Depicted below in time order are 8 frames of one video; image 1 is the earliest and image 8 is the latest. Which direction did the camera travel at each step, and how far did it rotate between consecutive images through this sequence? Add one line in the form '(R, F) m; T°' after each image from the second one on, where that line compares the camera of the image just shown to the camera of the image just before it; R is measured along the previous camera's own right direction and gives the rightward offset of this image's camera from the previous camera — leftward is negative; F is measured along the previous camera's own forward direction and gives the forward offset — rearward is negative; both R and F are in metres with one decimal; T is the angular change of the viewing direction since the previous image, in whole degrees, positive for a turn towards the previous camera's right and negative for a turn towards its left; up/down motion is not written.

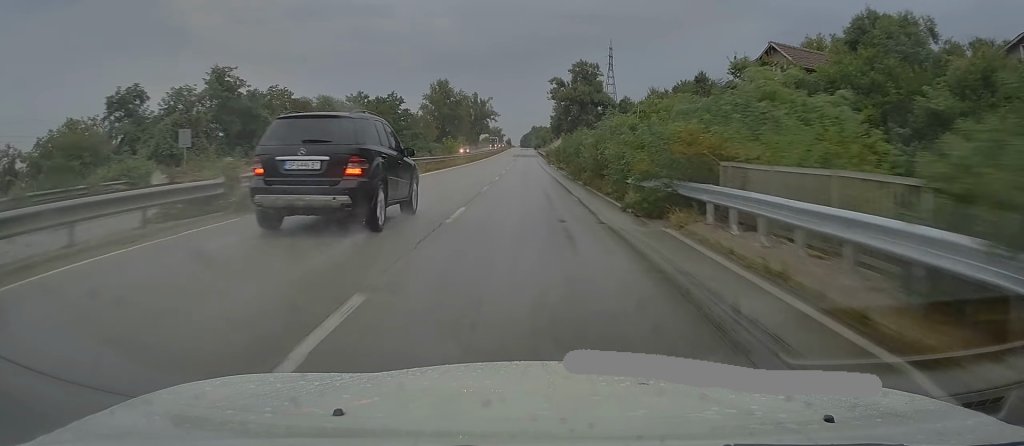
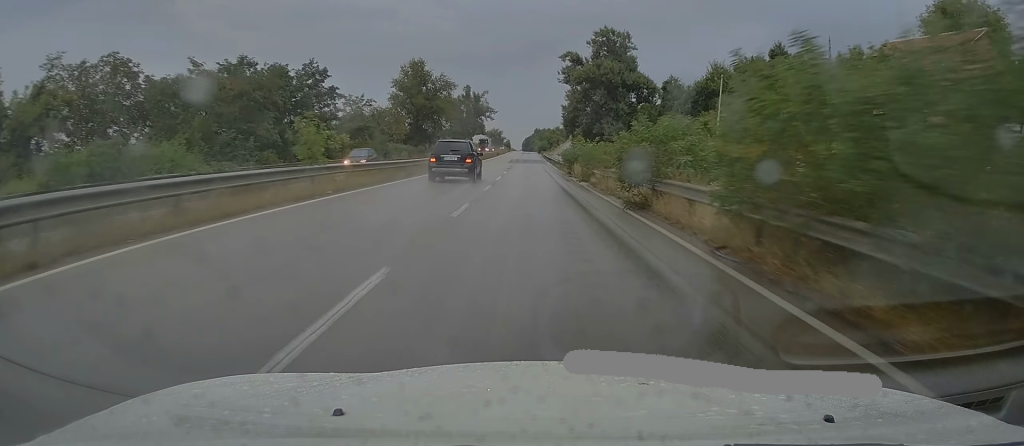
(-0.2, +34.3) m; 0°
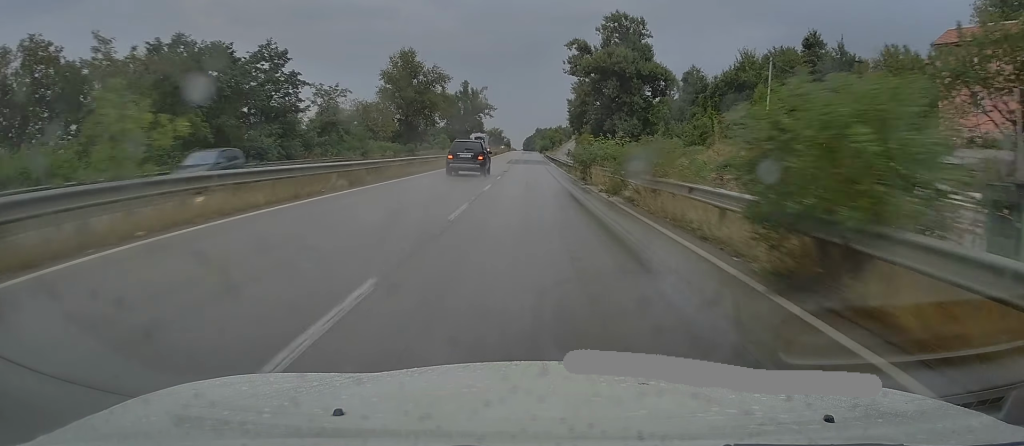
(0.0, +9.6) m; 0°
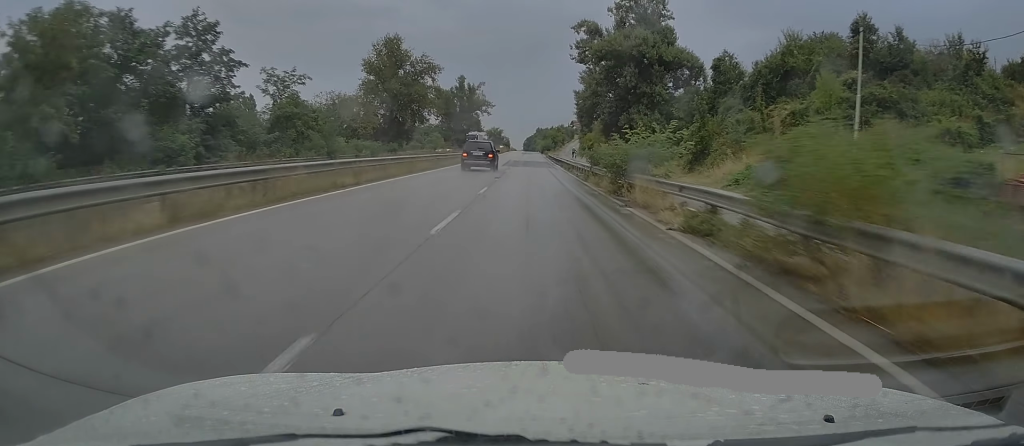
(0.0, +11.0) m; 0°
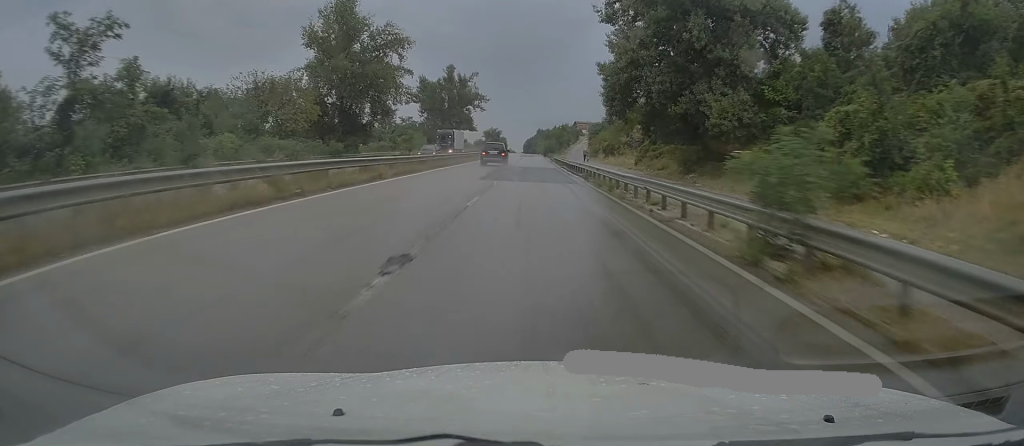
(0.0, +22.7) m; 0°
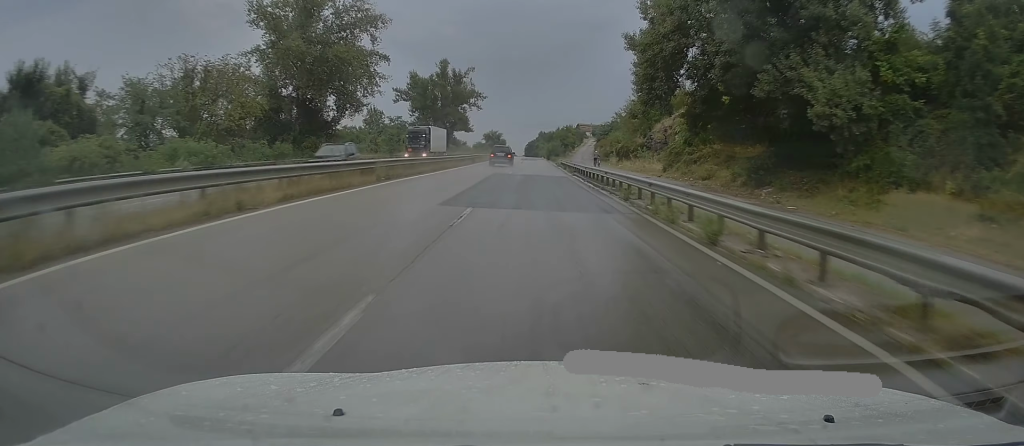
(0.0, +12.3) m; 0°
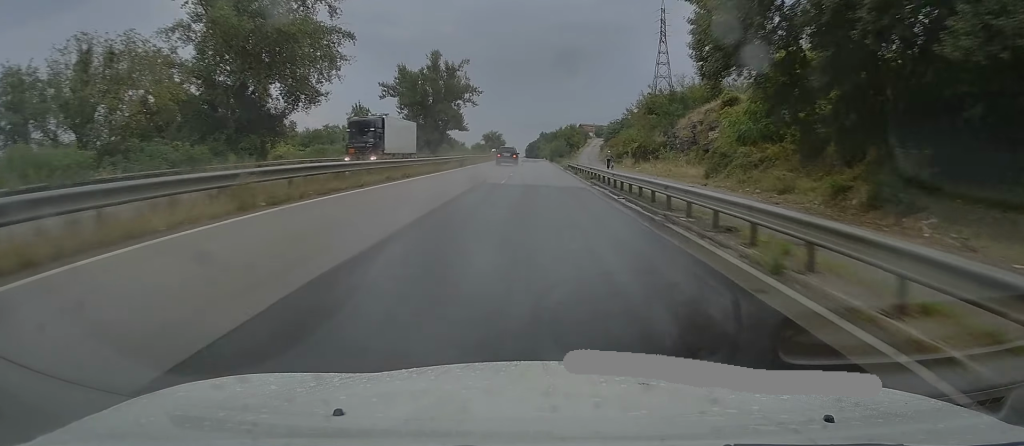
(0.0, +11.5) m; 0°
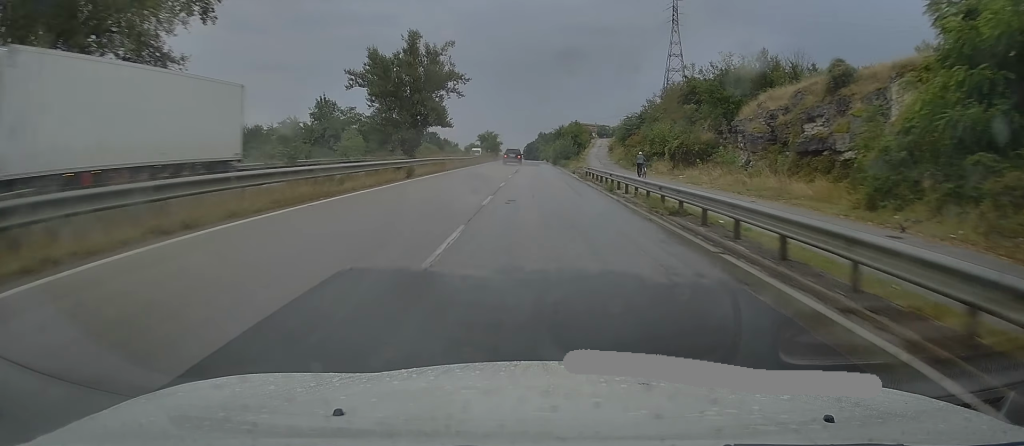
(0.0, +18.9) m; 0°
